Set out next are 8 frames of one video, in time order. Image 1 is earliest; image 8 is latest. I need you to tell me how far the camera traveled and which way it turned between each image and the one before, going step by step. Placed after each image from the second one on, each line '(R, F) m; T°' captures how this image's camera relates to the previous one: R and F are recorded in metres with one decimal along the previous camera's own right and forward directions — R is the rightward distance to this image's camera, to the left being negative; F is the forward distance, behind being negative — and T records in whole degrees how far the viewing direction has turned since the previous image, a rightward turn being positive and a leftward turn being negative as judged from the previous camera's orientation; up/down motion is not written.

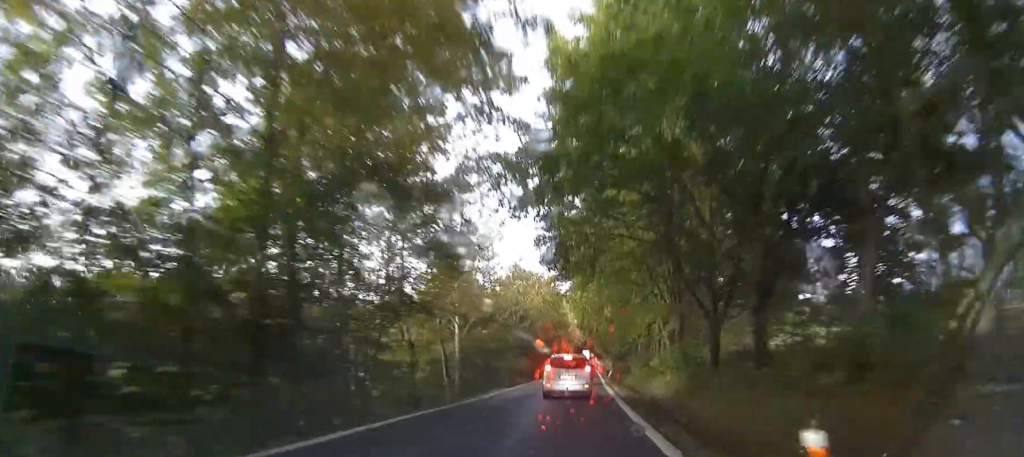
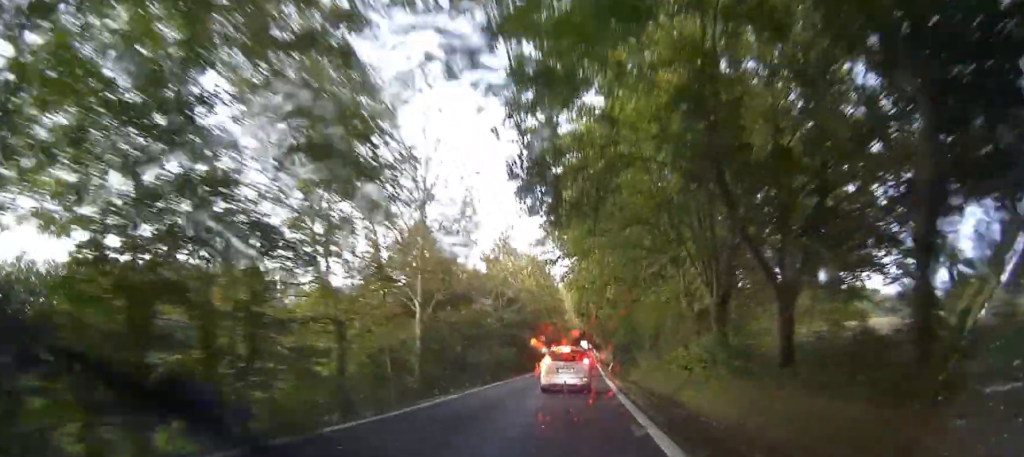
(0.0, +9.7) m; 0°
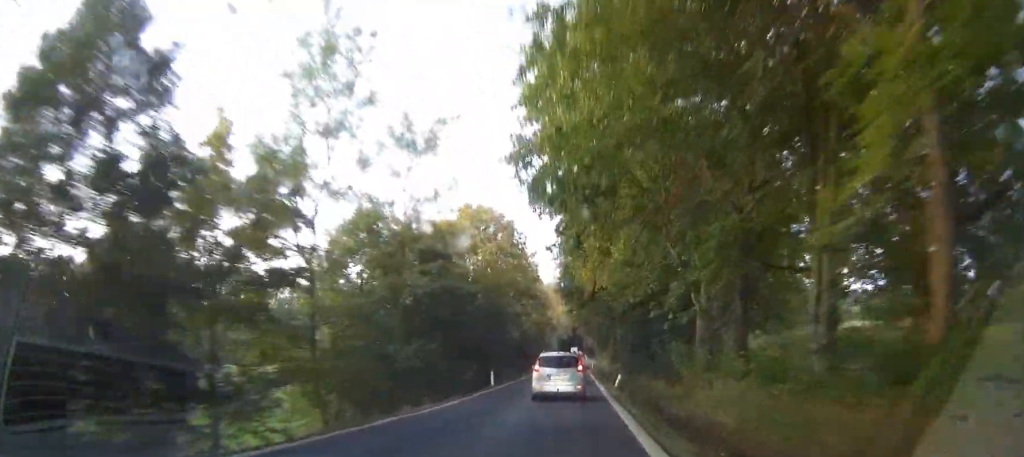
(+0.1, +28.2) m; 0°
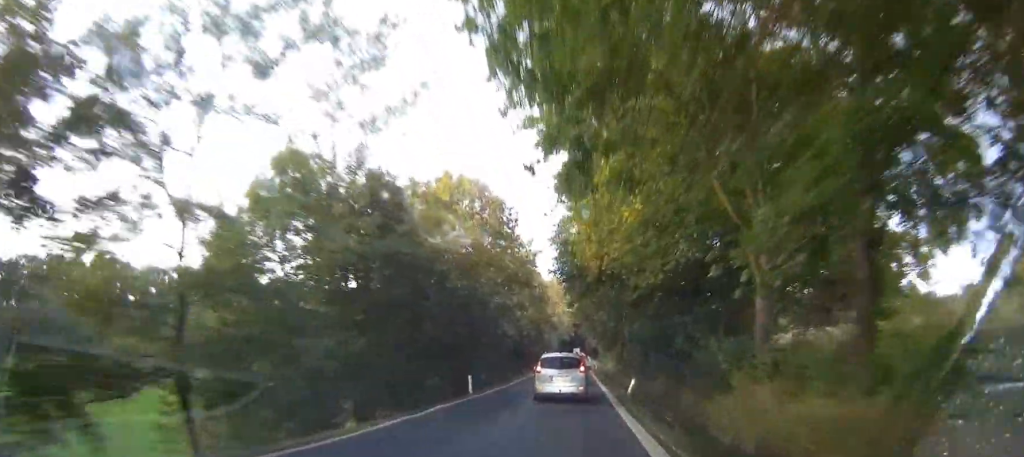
(0.0, +8.8) m; 0°
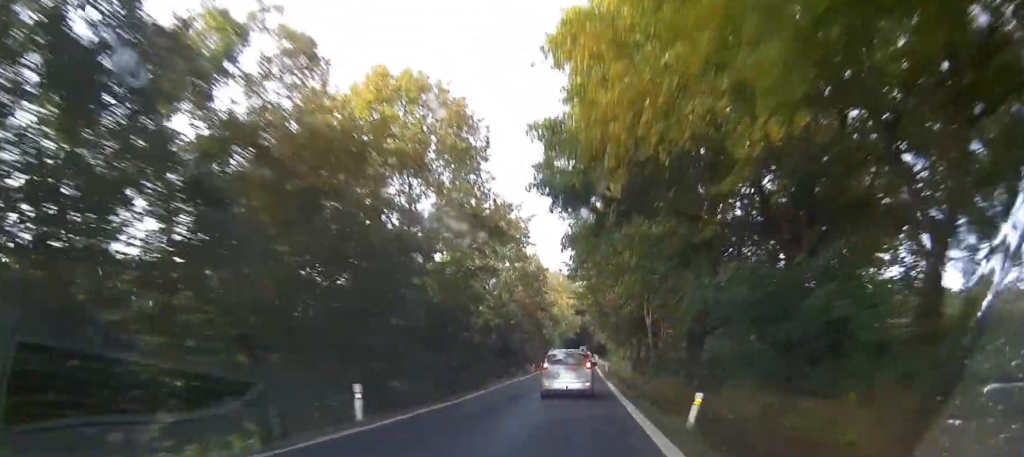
(0.0, +16.0) m; 0°
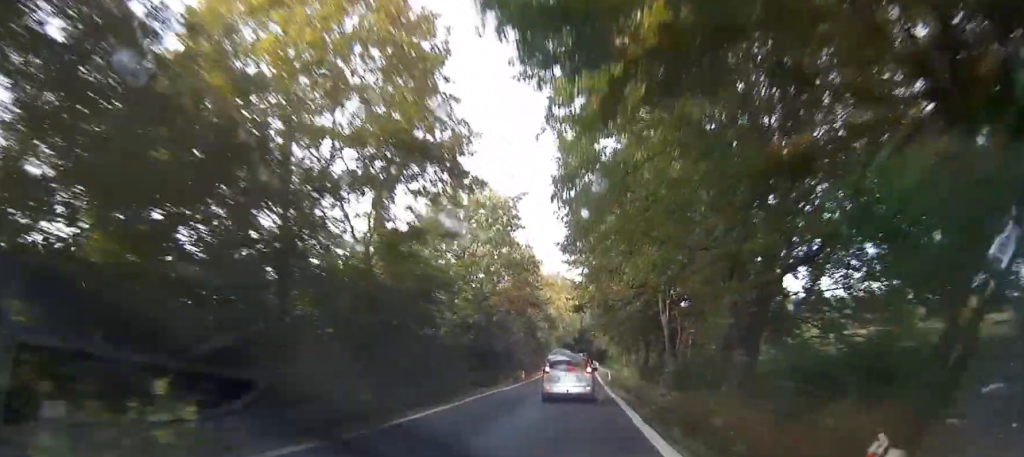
(0.0, +9.3) m; 0°
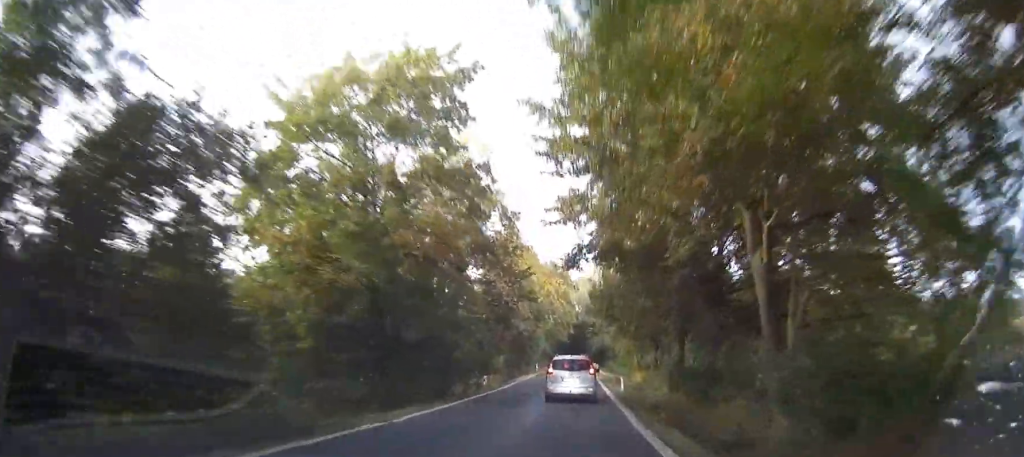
(+0.1, +19.5) m; 0°
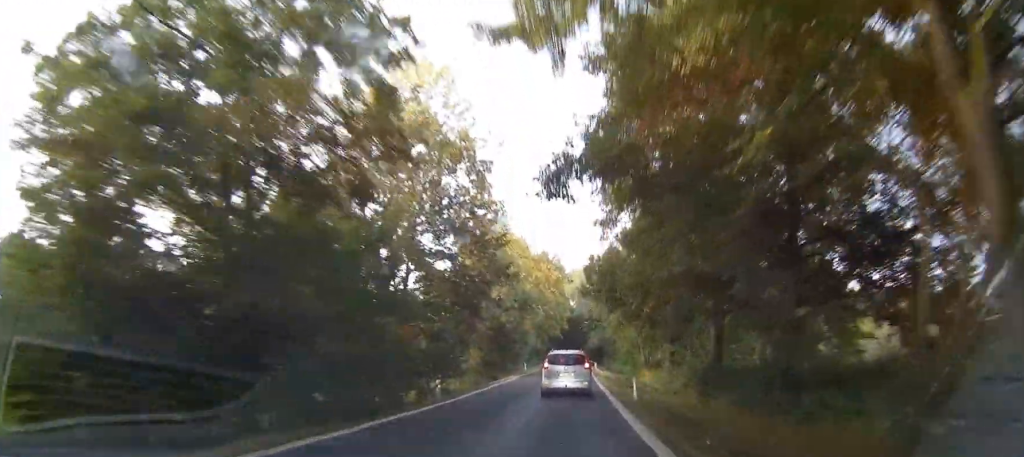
(0.0, +10.6) m; 0°
